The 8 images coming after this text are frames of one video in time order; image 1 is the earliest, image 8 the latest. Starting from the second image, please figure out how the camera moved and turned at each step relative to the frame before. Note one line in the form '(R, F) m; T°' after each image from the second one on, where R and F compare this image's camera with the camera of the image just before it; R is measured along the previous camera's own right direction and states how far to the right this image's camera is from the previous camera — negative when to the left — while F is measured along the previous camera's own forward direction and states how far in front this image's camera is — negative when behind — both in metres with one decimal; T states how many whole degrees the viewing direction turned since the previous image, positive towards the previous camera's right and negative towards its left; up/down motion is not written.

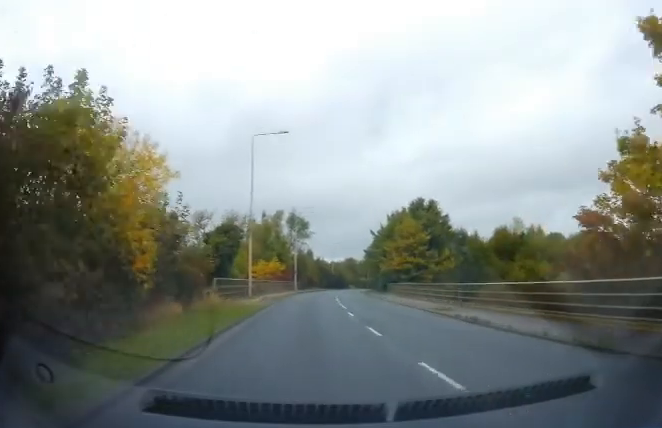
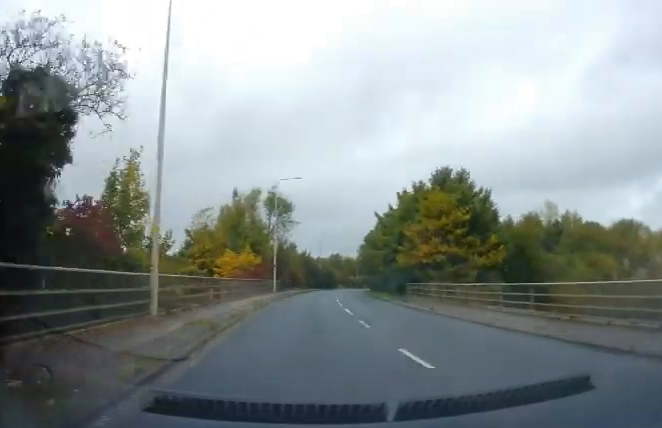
(0.0, +17.5) m; +2°
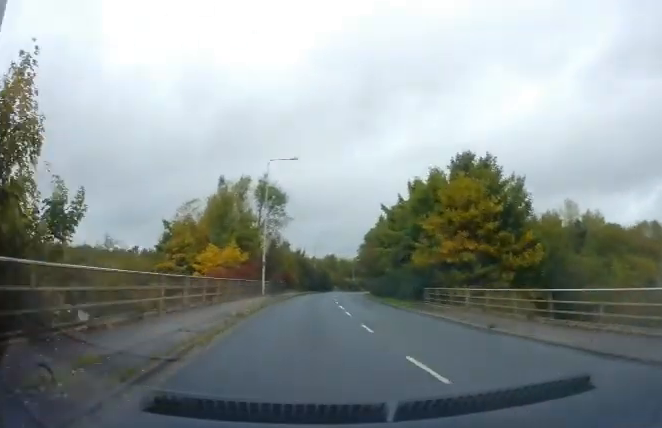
(+0.2, +7.4) m; +1°
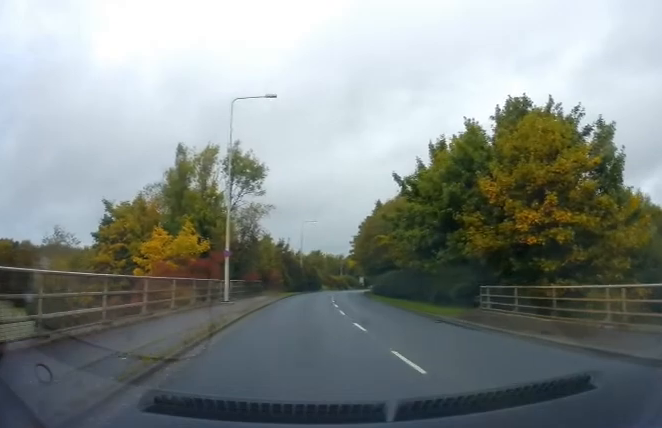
(+0.2, +12.3) m; +2°
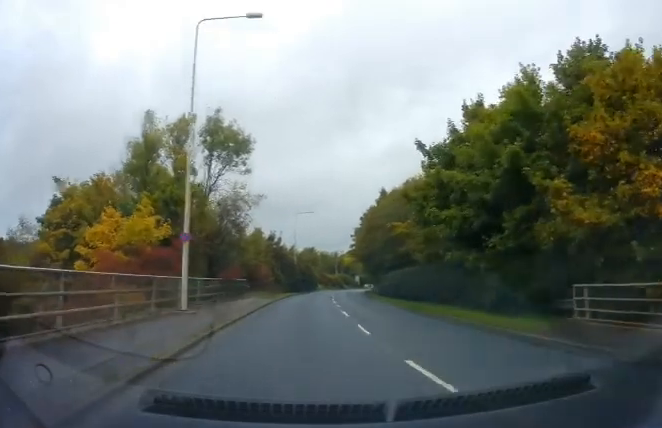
(+0.1, +7.5) m; +1°
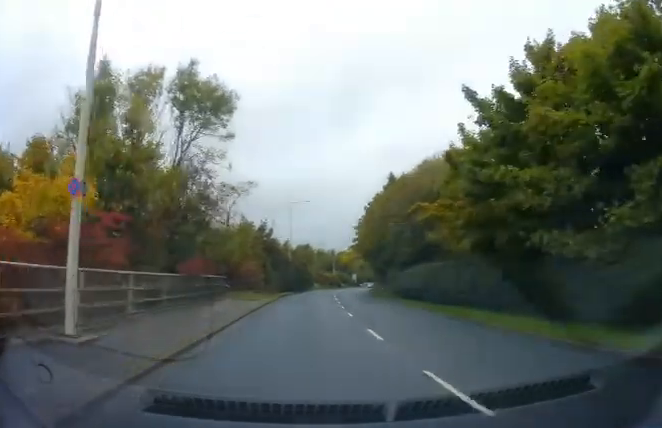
(+0.1, +8.1) m; +1°
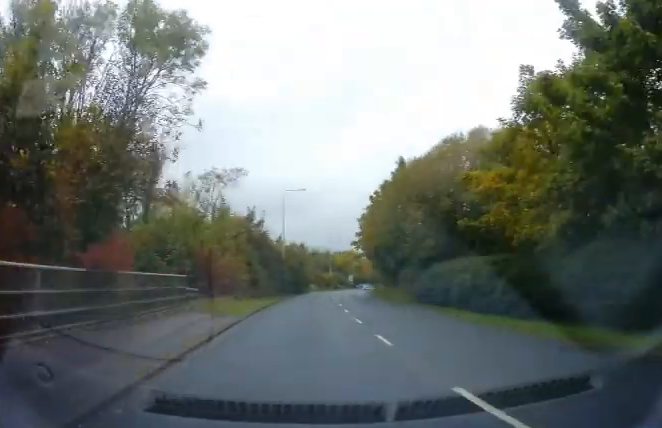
(+0.1, +7.0) m; 0°
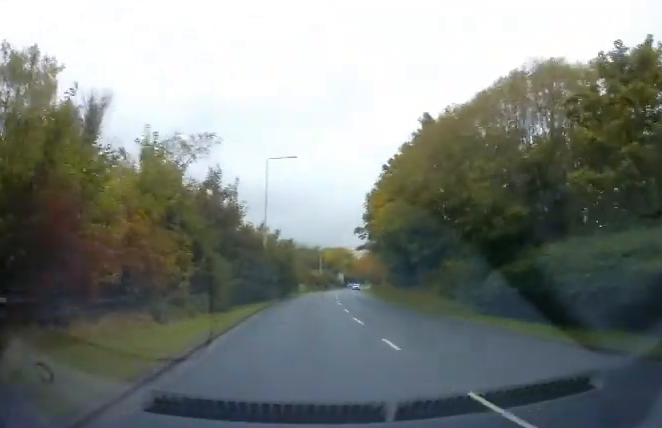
(0.0, +12.2) m; 0°
